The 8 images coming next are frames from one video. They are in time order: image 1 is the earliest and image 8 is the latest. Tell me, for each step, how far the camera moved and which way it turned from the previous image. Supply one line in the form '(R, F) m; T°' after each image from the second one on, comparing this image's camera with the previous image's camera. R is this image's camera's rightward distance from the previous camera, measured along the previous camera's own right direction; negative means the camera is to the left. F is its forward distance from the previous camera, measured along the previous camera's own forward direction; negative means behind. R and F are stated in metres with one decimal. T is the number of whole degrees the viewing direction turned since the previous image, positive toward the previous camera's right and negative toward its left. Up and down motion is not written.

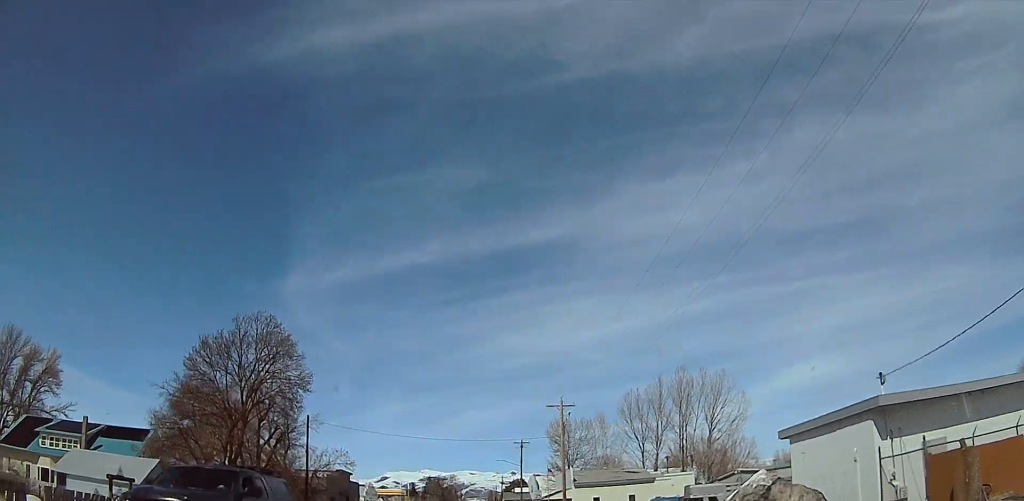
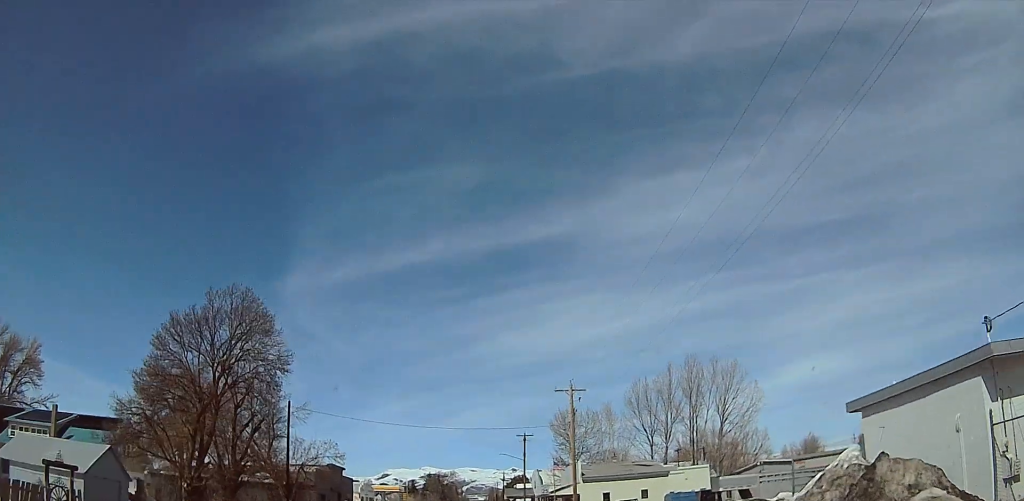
(0.0, +5.4) m; 0°
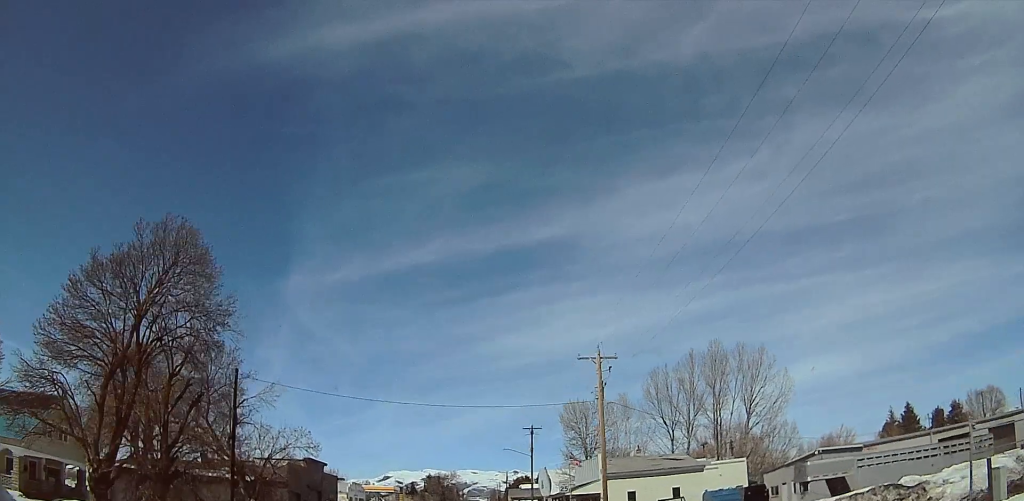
(0.0, +10.9) m; 0°
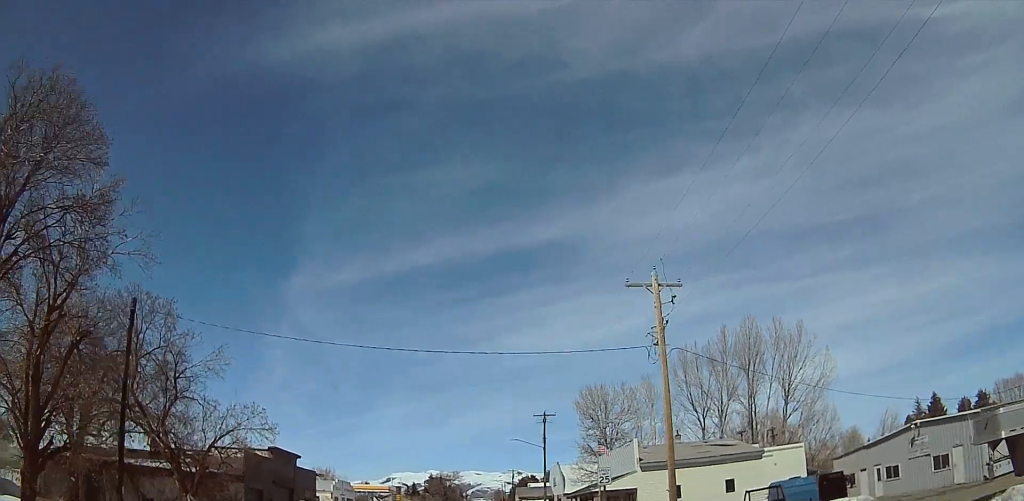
(0.0, +12.4) m; 0°
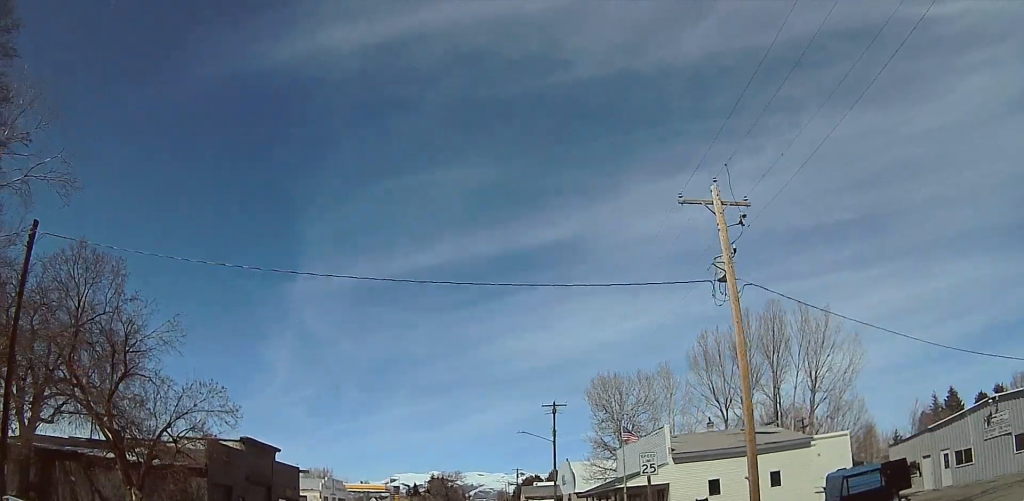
(0.0, +7.4) m; 0°
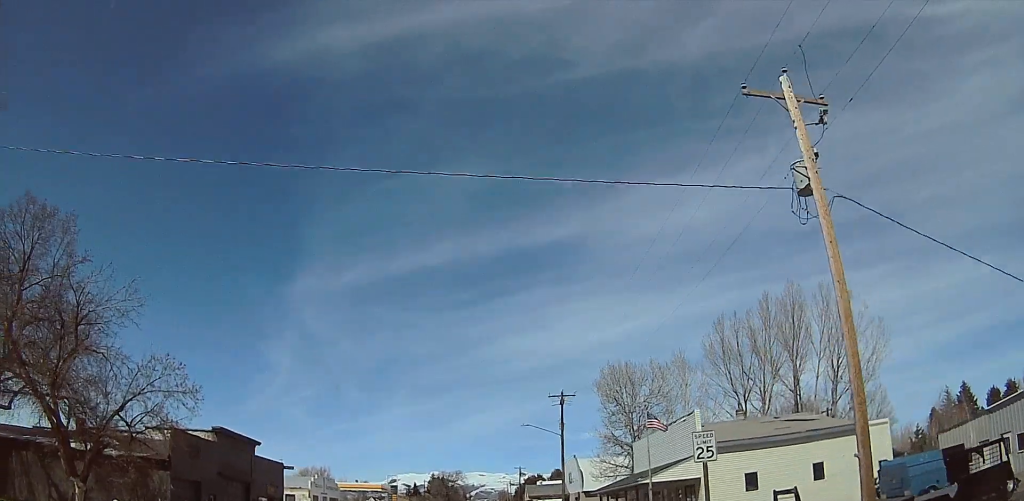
(0.0, +5.5) m; 0°
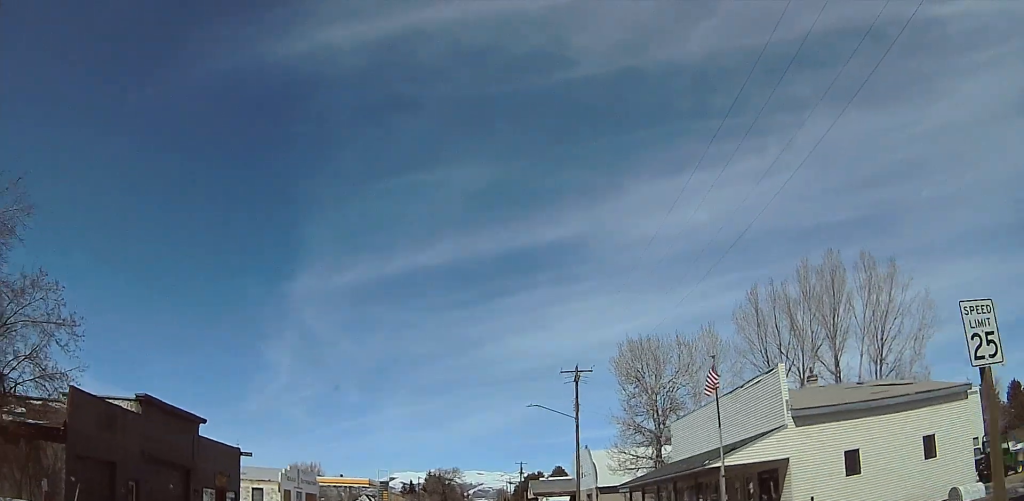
(-0.1, +10.4) m; -5°
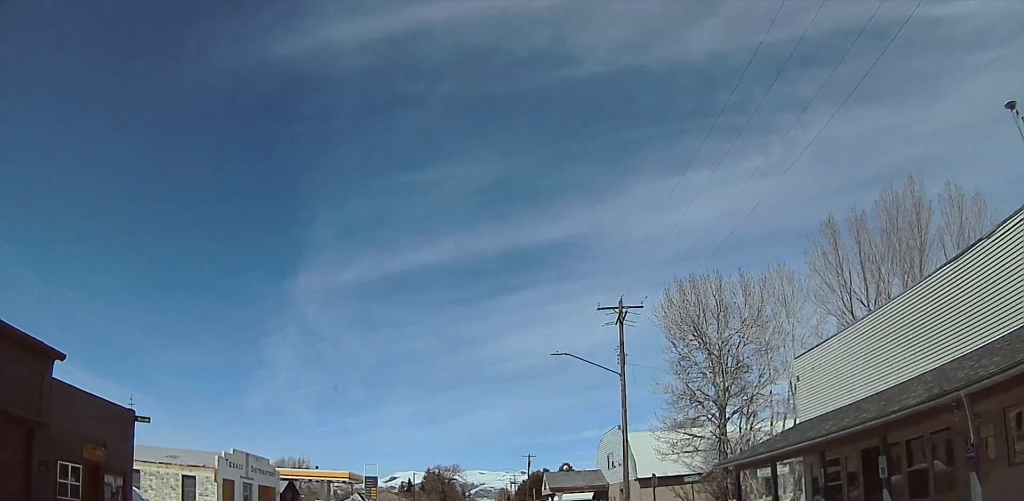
(-0.4, +16.7) m; +2°
